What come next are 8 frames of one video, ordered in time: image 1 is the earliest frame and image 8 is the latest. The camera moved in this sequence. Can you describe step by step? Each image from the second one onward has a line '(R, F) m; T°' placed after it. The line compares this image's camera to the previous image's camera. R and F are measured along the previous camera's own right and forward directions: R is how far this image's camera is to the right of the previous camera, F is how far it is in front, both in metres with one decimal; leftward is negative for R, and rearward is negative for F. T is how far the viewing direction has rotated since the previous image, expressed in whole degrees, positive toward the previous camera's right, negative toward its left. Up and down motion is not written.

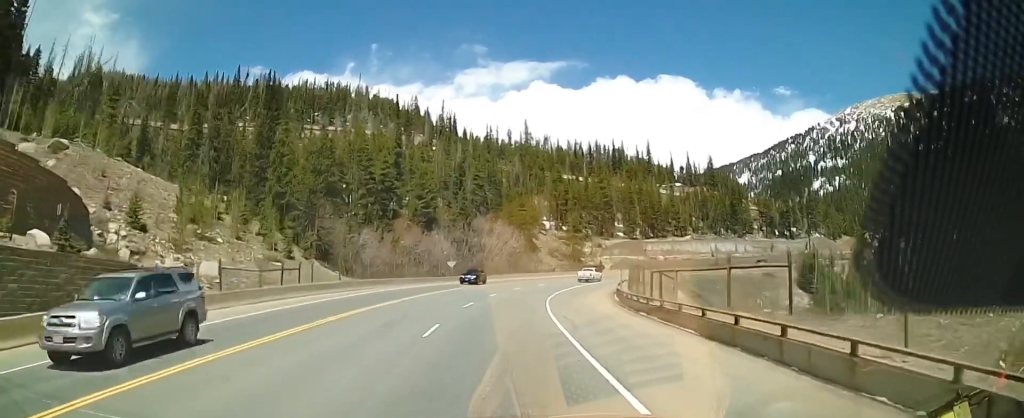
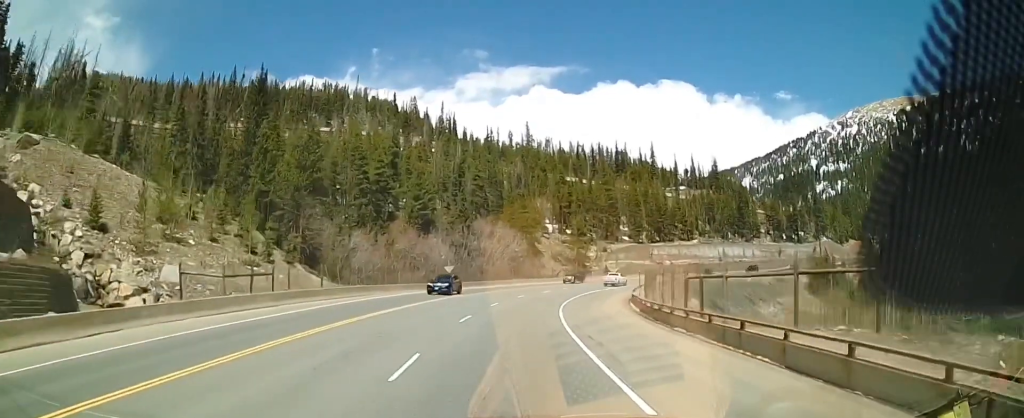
(-0.2, +5.7) m; +1°
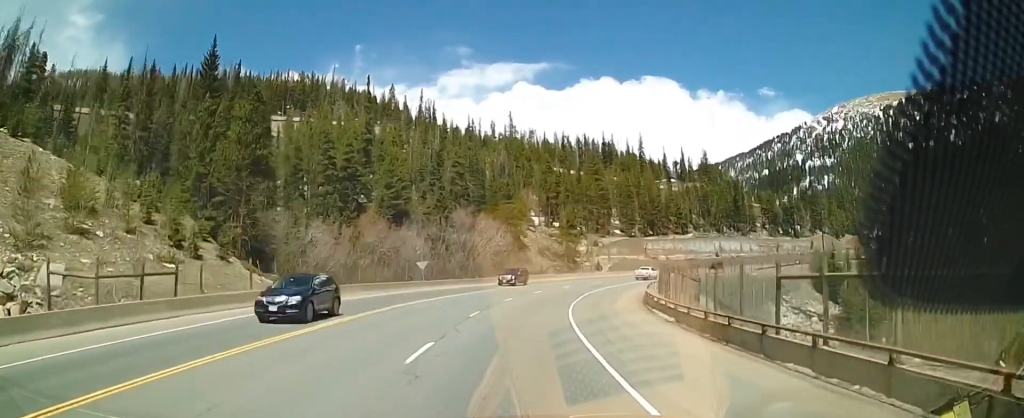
(+0.5, +10.6) m; +3°
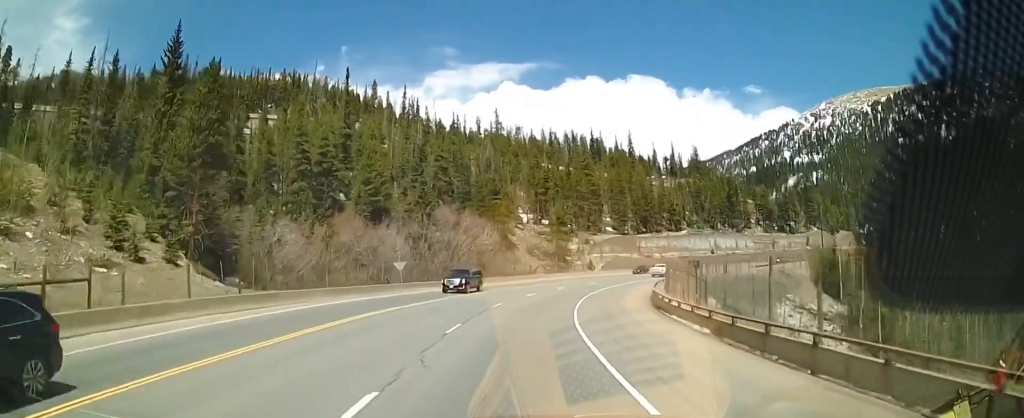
(0.0, +6.1) m; +1°
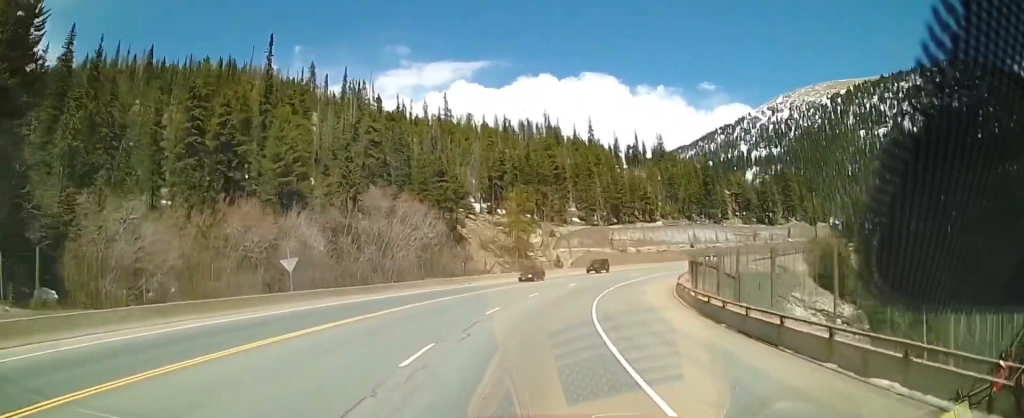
(+0.7, +19.4) m; +5°
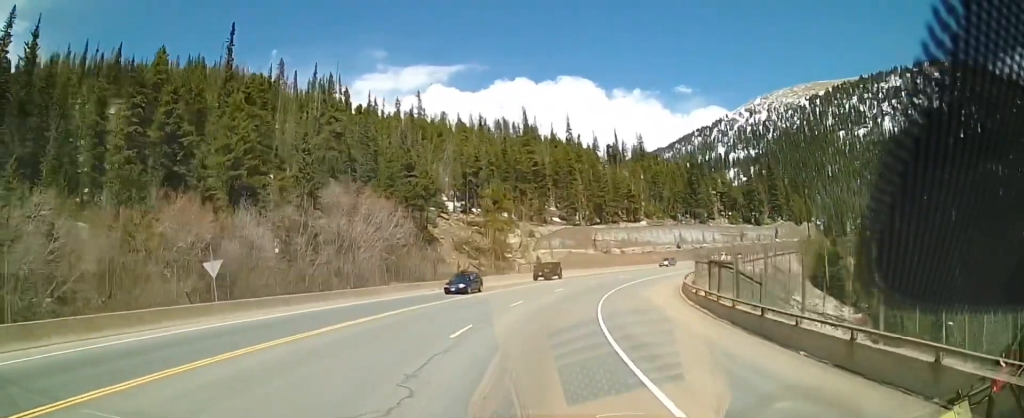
(+0.2, +7.4) m; +3°
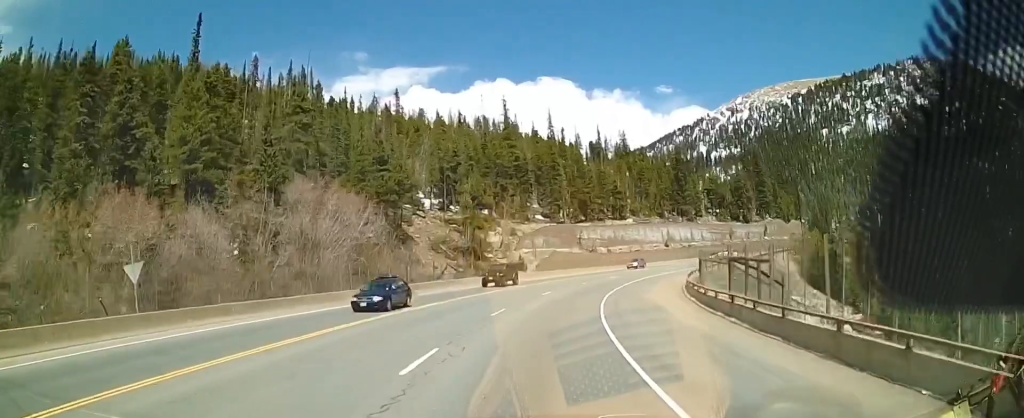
(+0.1, +5.5) m; +3°
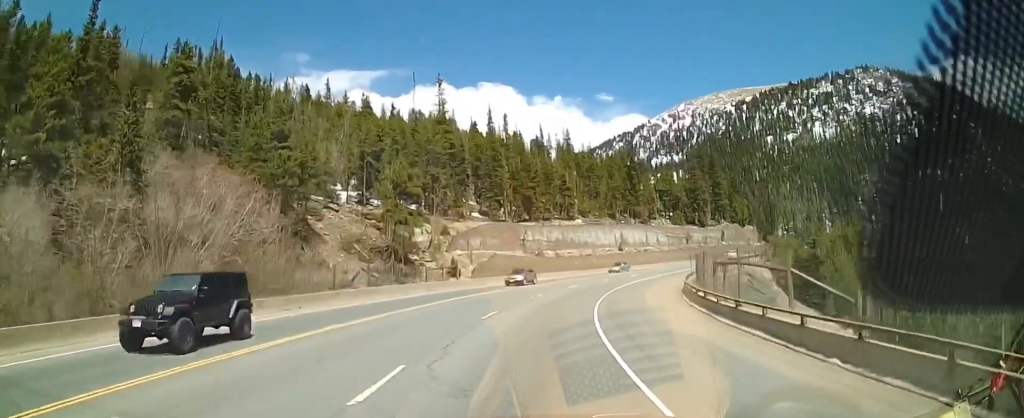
(+1.1, +14.3) m; +8°
